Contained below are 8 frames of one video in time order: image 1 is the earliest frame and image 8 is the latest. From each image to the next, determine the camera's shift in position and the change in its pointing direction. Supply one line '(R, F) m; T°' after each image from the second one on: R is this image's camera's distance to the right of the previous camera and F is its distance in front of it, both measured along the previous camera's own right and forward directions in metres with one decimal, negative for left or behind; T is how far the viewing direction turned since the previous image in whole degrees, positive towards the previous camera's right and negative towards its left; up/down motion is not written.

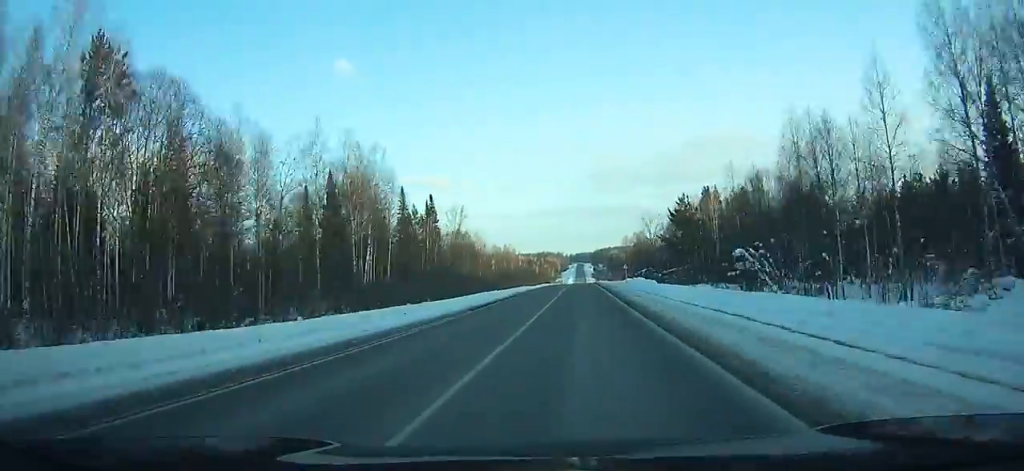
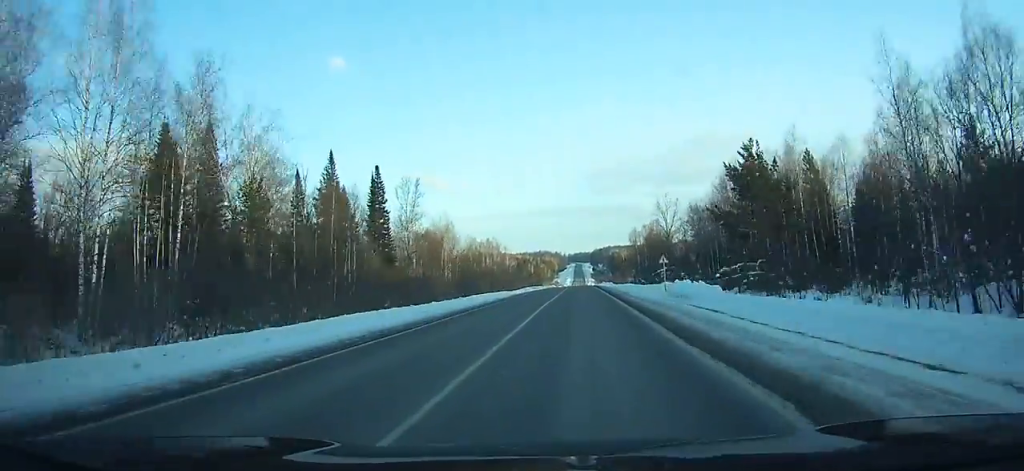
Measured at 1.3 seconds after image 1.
(-1.5, +37.5) m; 0°
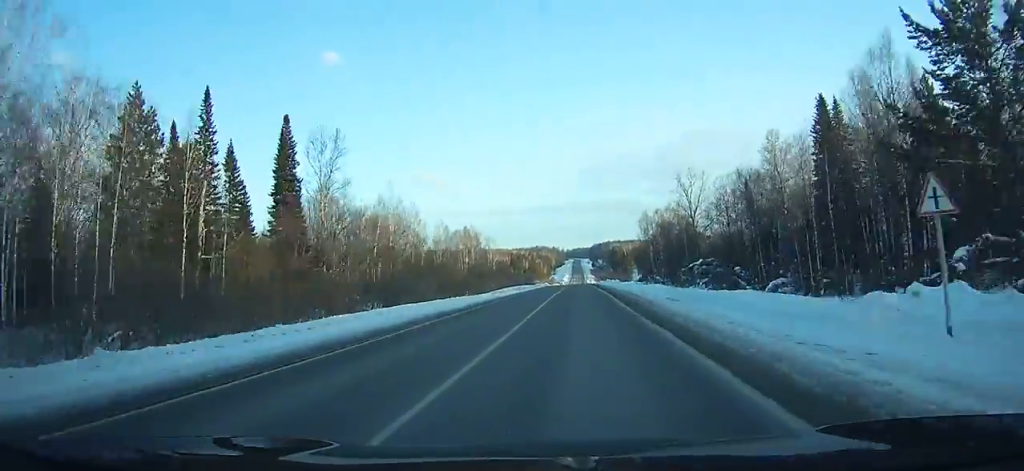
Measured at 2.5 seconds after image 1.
(+3.2, +34.7) m; +3°
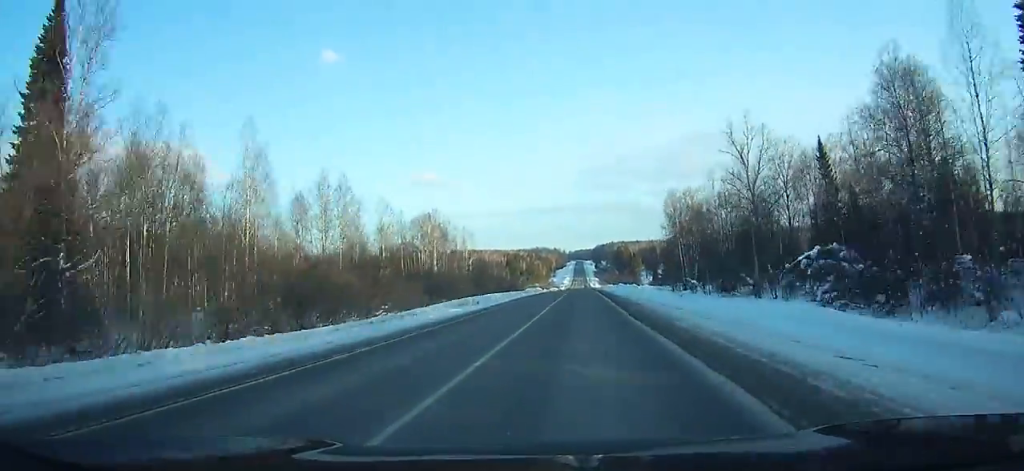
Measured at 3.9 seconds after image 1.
(+1.9, +40.7) m; +3°
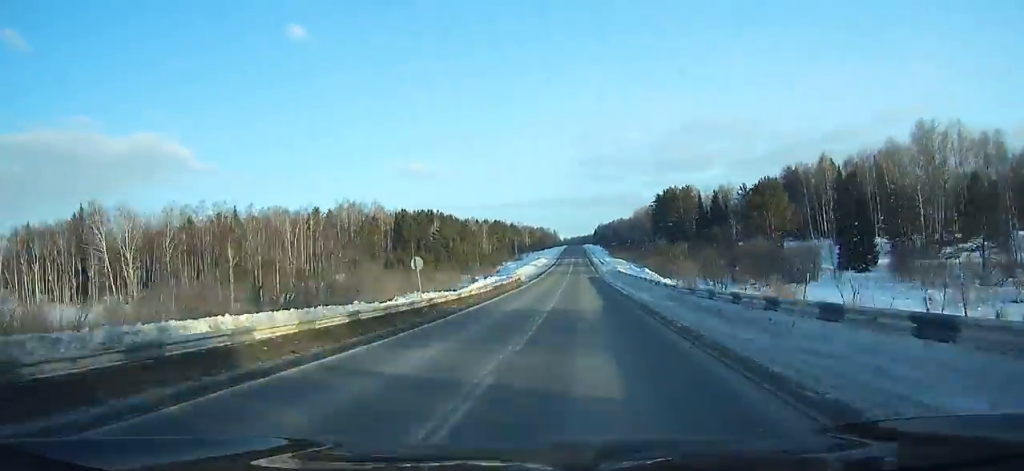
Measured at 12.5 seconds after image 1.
(0.0, +251.5) m; 0°
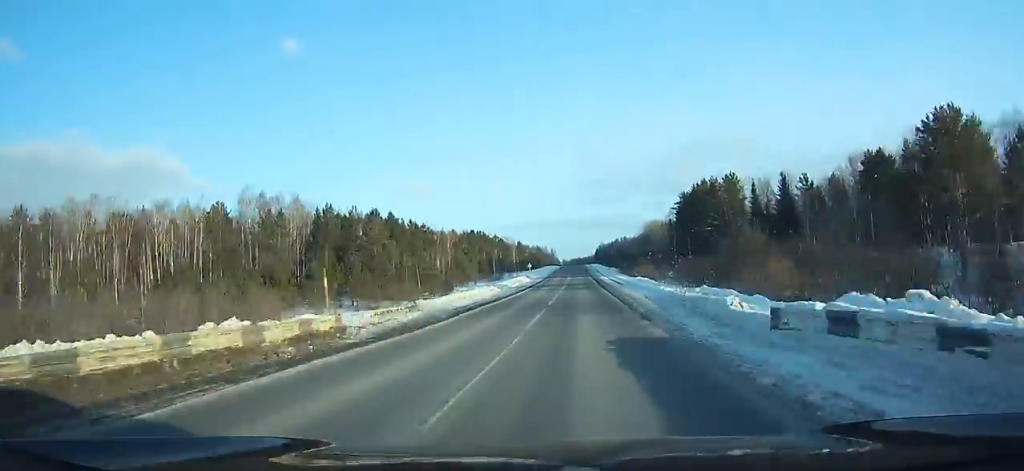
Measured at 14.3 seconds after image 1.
(-0.1, +53.1) m; 0°
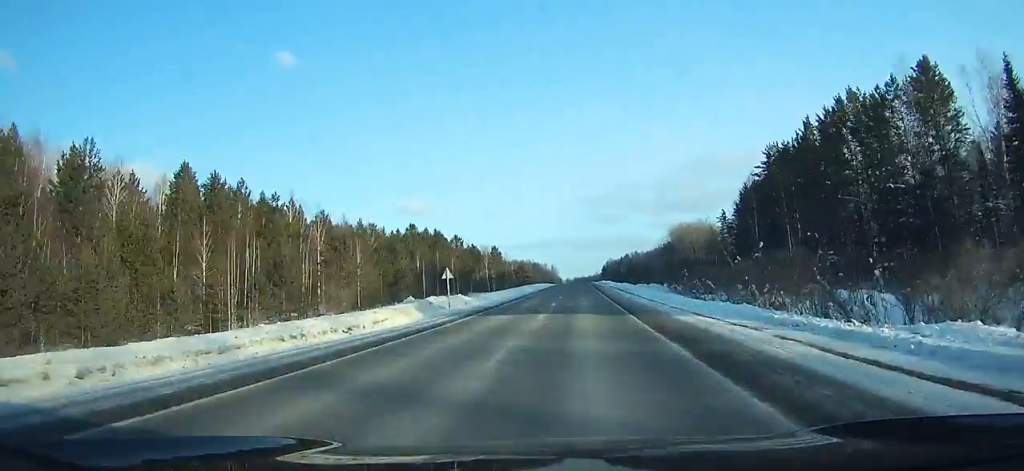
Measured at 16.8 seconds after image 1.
(+0.1, +73.9) m; 0°
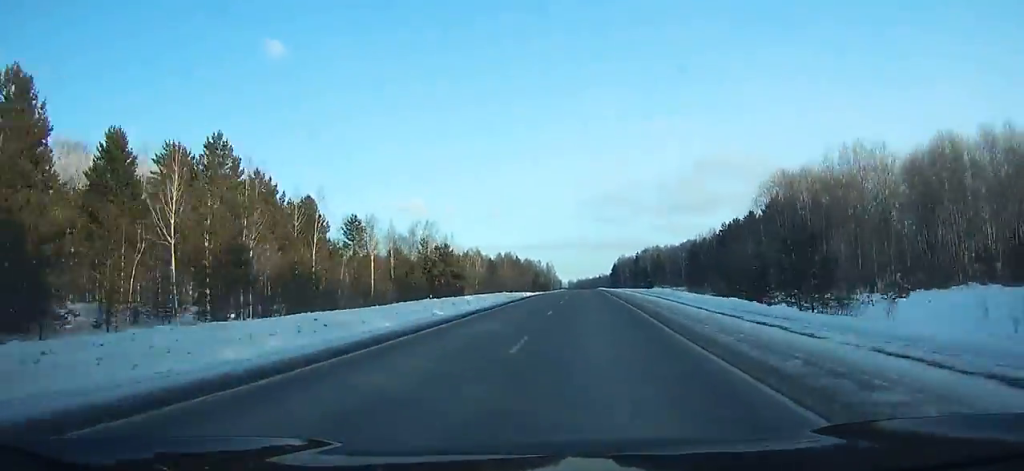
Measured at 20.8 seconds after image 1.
(-0.2, +117.5) m; 0°
